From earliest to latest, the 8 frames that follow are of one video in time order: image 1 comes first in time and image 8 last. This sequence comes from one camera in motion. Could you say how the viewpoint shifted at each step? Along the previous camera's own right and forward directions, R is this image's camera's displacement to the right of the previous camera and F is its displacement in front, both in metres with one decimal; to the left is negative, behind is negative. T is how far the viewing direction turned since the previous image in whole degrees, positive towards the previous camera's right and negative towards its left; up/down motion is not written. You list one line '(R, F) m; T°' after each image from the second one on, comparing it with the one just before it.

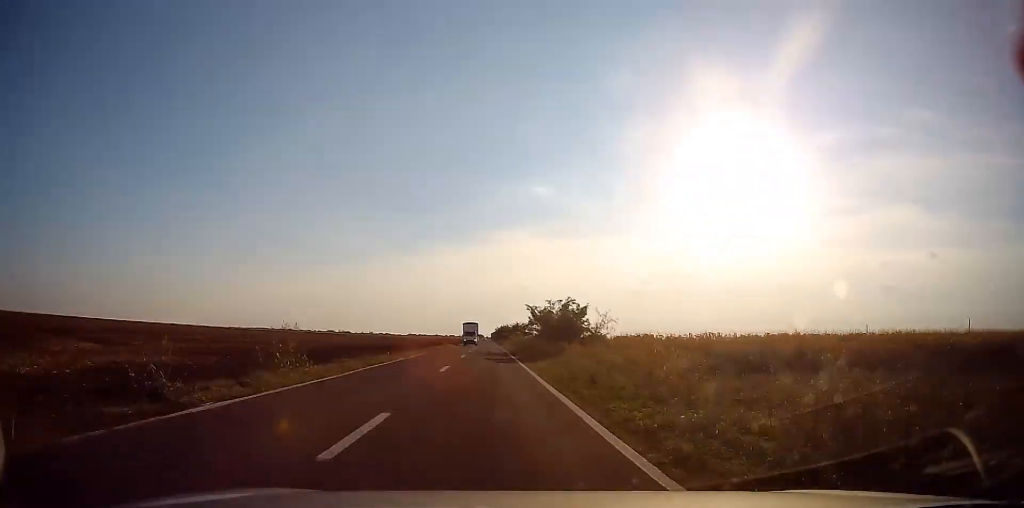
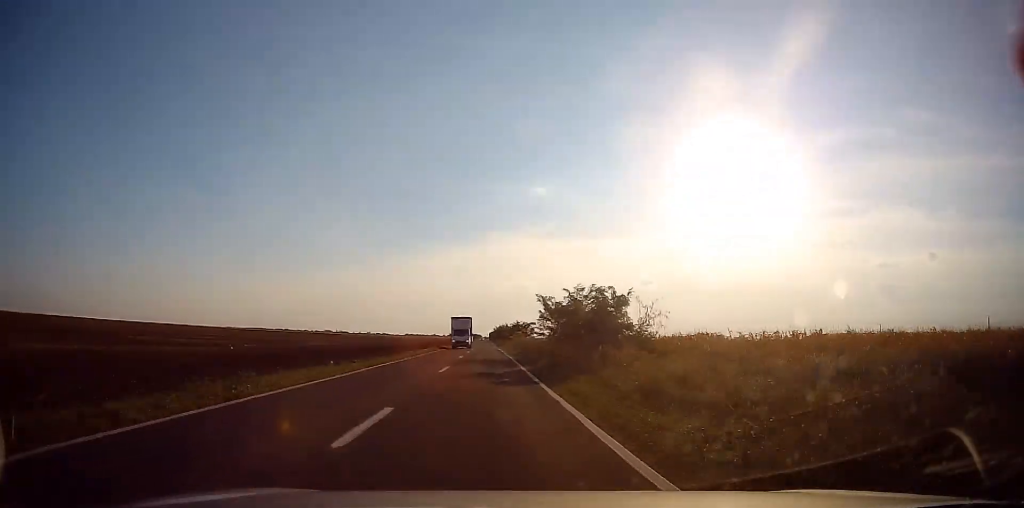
(-0.1, +11.5) m; 0°
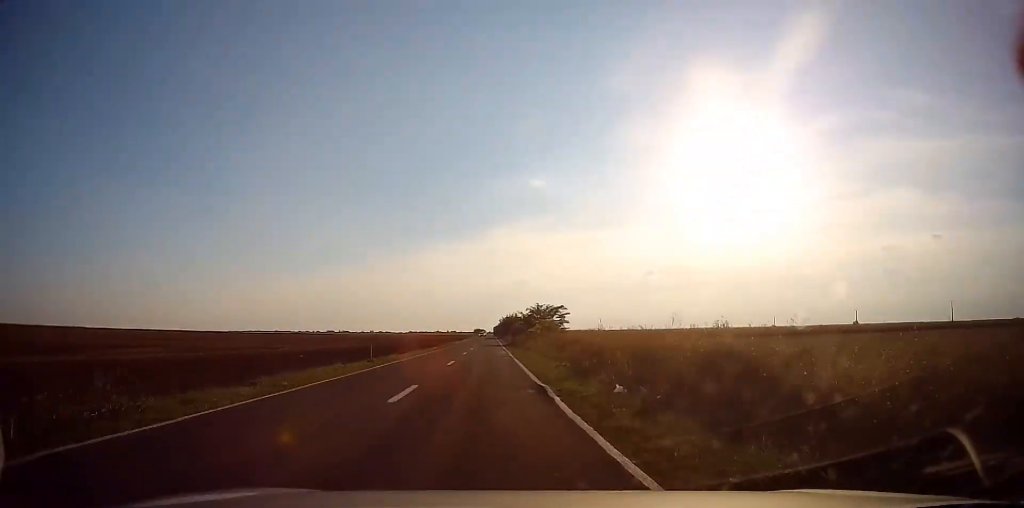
(0.0, +43.9) m; -1°
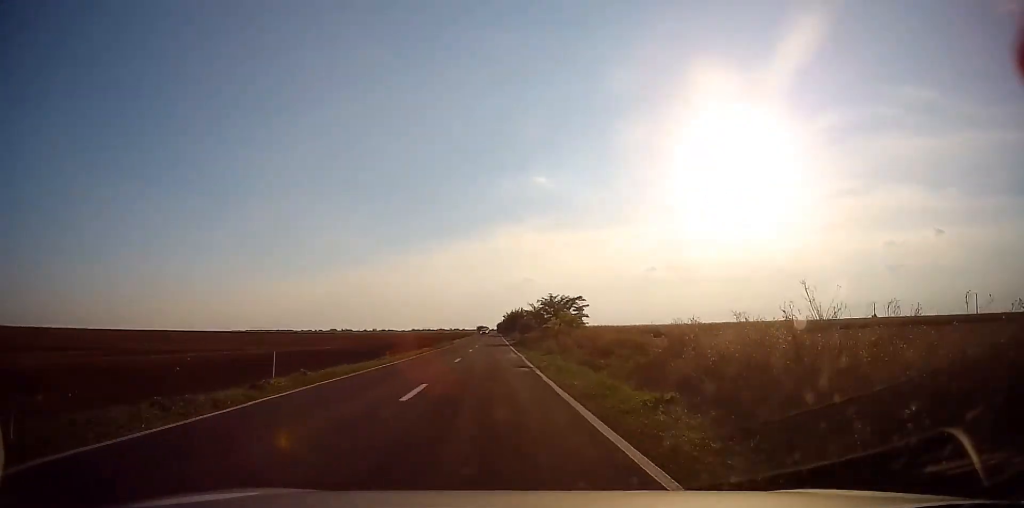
(-0.2, +12.0) m; 0°
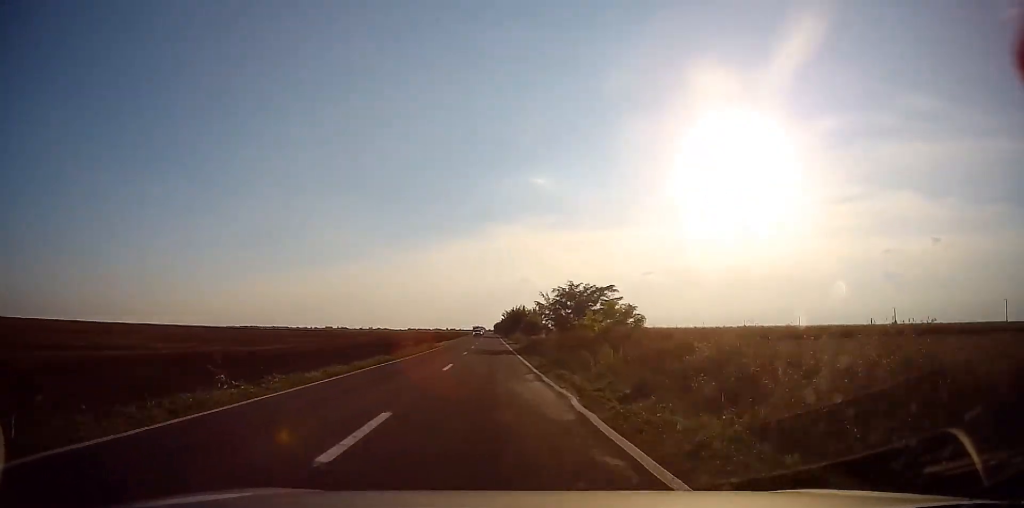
(-0.1, +17.3) m; 0°
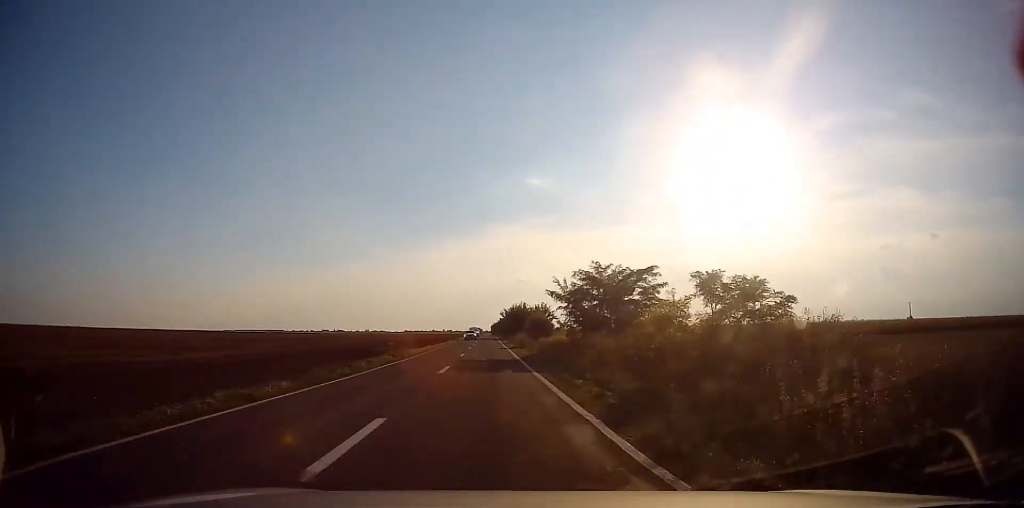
(0.0, +12.4) m; 0°
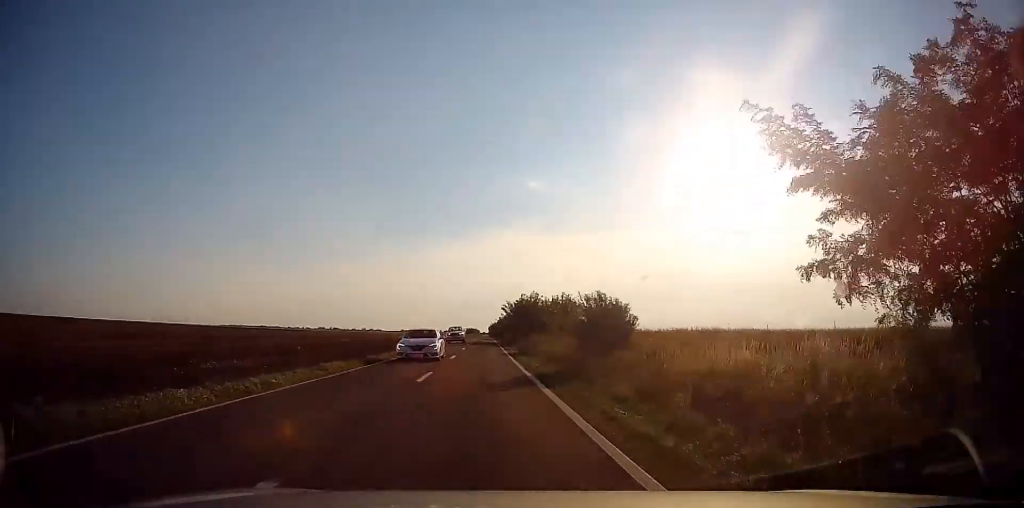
(+0.1, +27.3) m; 0°
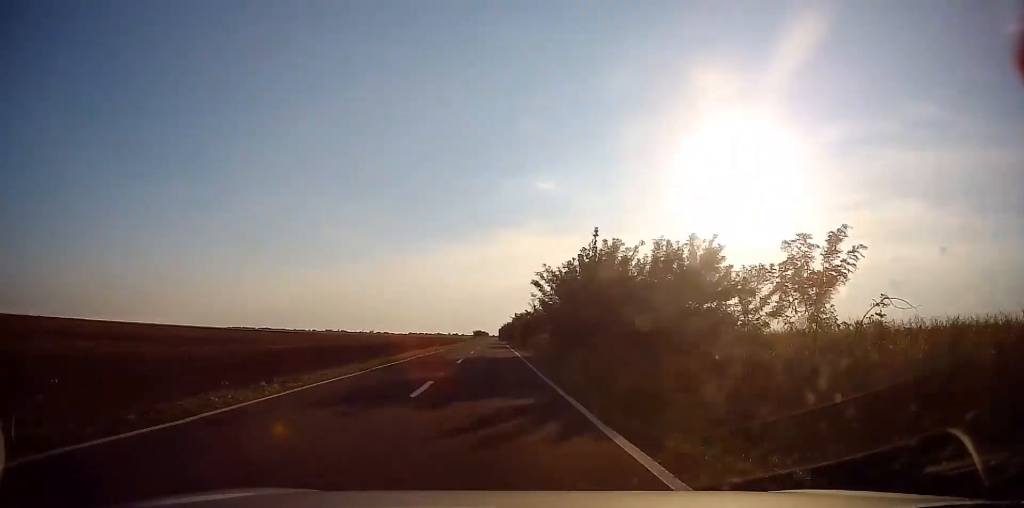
(-0.3, +39.1) m; -1°
